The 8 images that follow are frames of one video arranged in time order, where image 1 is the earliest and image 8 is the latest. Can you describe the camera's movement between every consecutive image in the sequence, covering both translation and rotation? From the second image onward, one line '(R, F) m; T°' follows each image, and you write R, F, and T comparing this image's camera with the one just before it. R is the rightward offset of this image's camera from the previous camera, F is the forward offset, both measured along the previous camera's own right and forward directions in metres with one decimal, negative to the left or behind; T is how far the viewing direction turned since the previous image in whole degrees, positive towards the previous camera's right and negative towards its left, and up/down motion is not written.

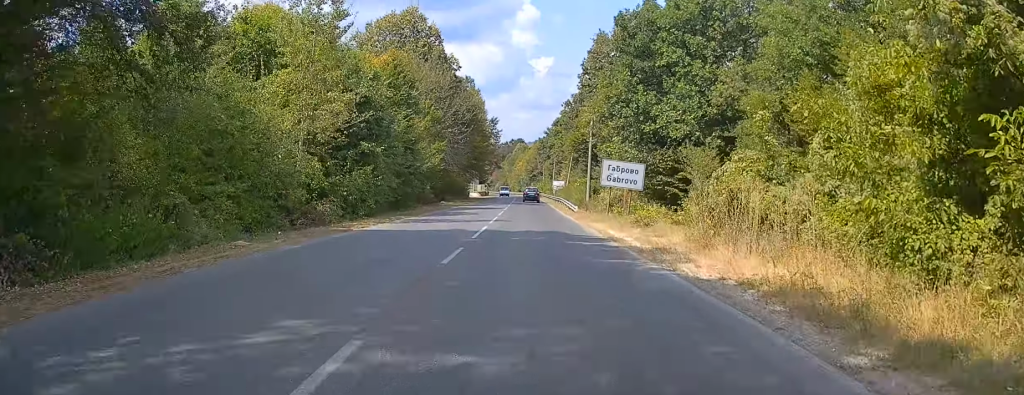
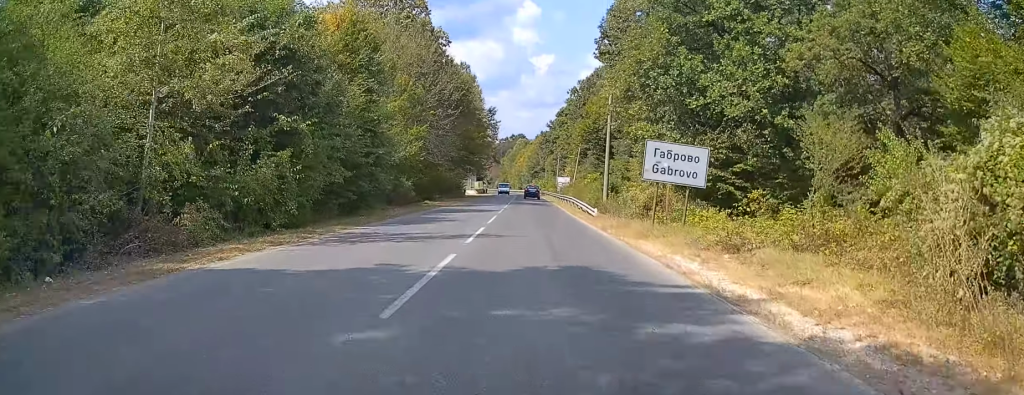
(0.0, +11.1) m; 0°
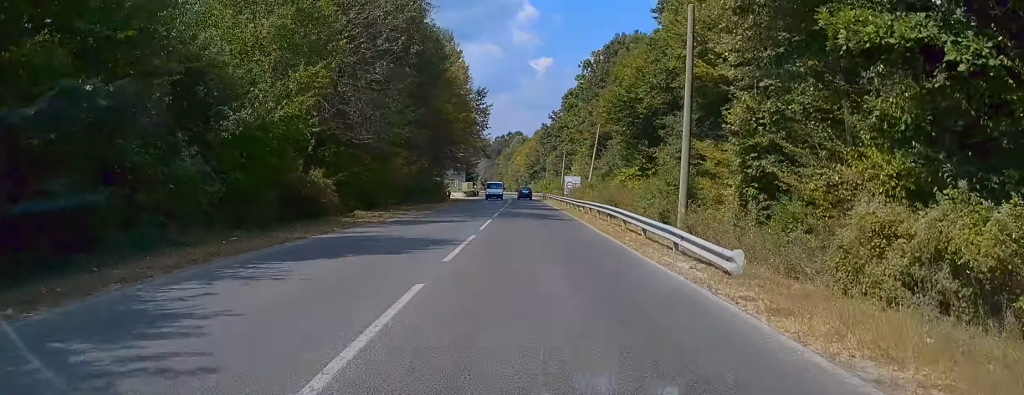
(+0.1, +21.6) m; +1°
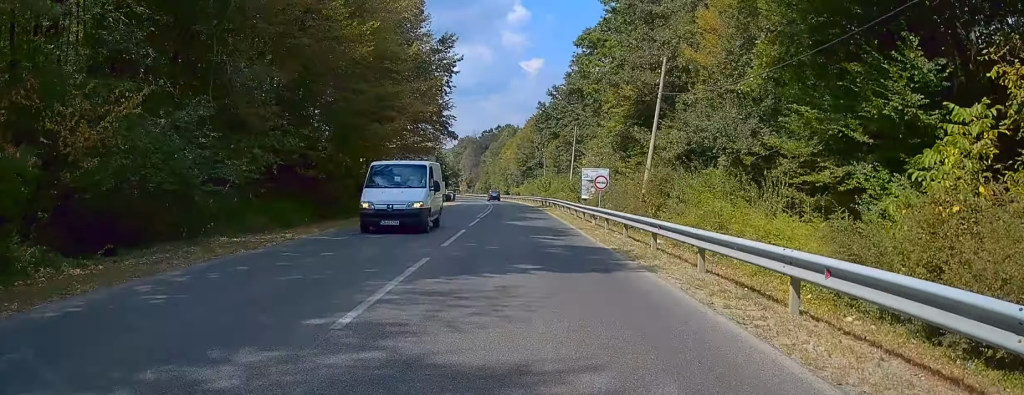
(+0.2, +31.9) m; 0°
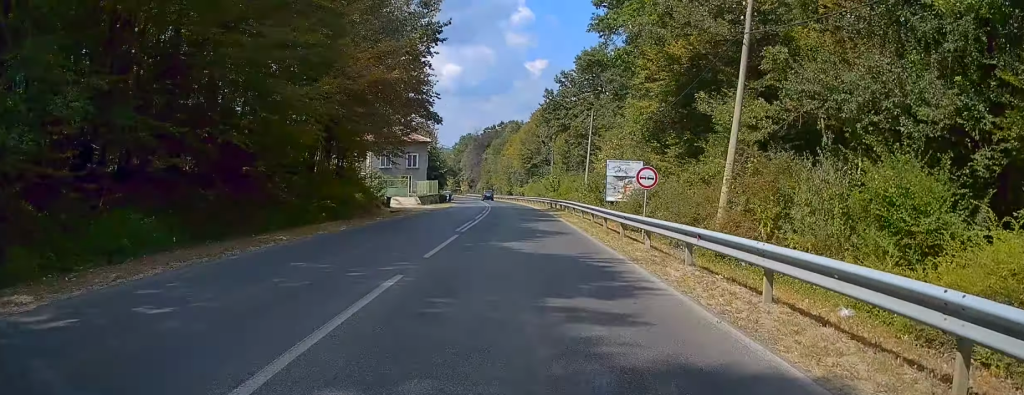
(-0.1, +11.2) m; 0°
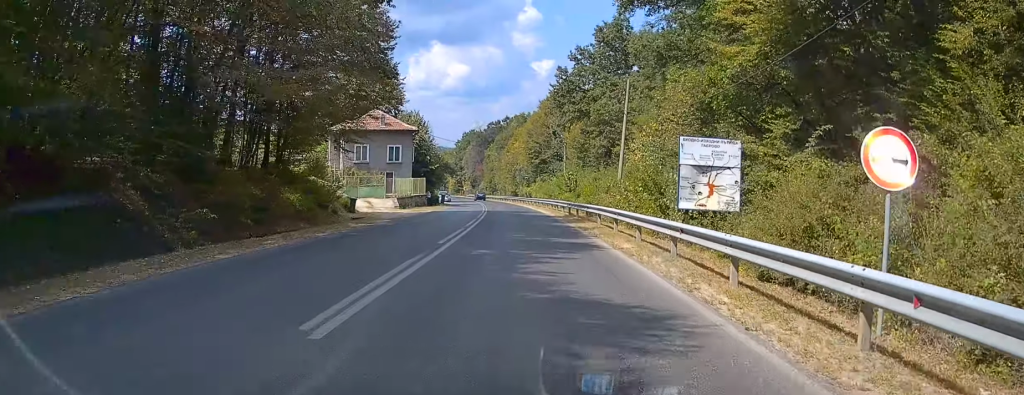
(0.0, +14.5) m; -1°
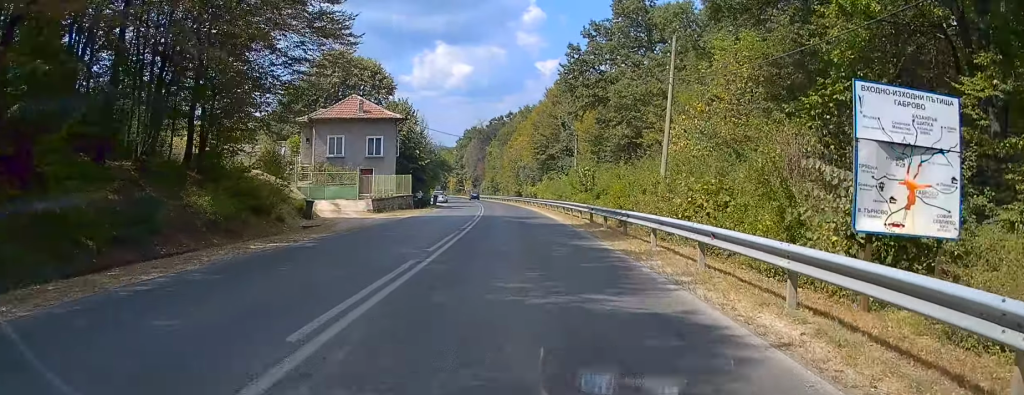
(0.0, +10.2) m; 0°
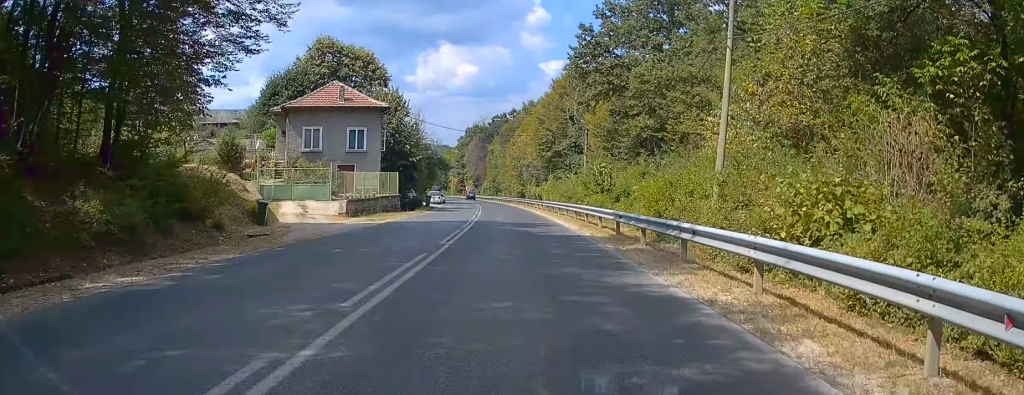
(0.0, +6.9) m; 0°
